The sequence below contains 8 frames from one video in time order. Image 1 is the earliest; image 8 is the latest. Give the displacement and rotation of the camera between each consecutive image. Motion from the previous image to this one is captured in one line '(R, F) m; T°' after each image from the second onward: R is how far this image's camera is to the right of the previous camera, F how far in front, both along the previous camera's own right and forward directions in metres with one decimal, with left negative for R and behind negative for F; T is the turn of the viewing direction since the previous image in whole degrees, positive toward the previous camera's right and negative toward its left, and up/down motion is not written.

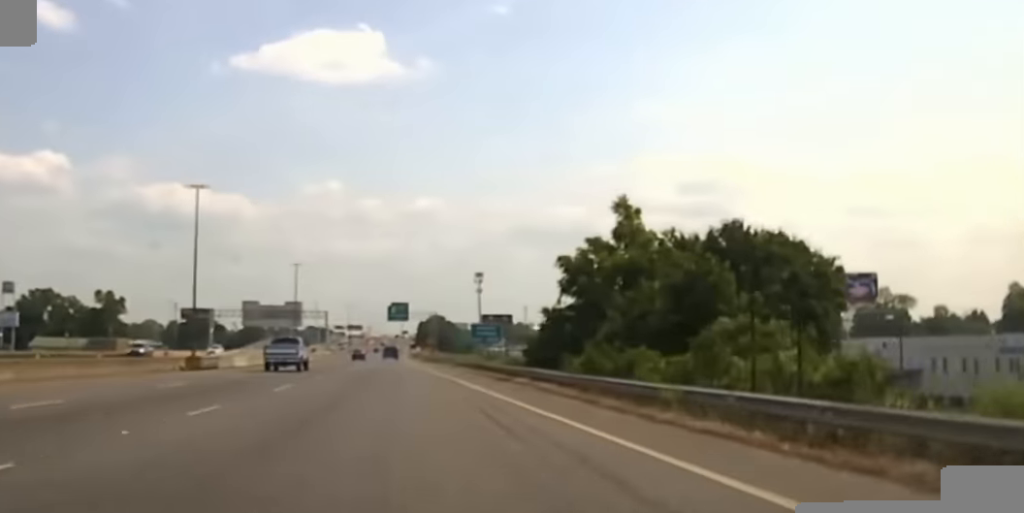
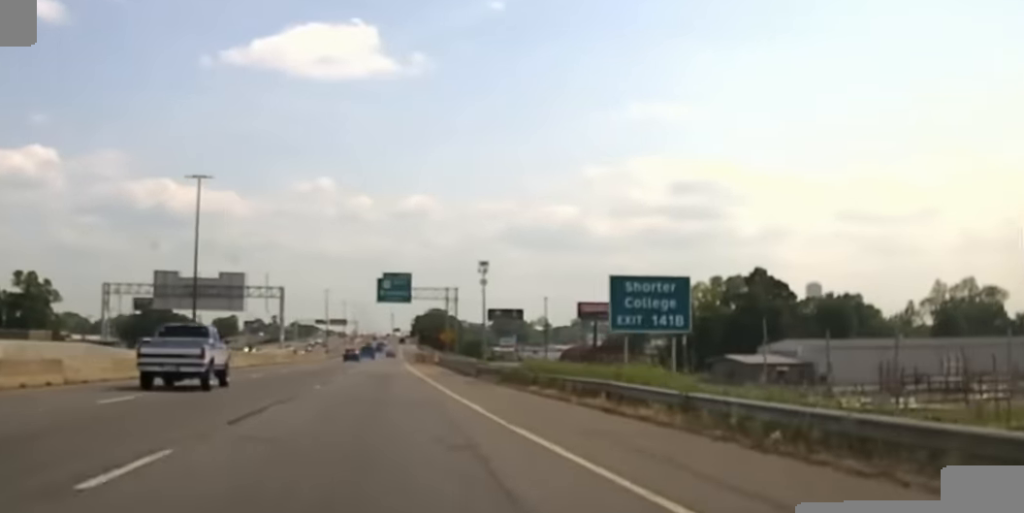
(0.0, +73.4) m; 0°
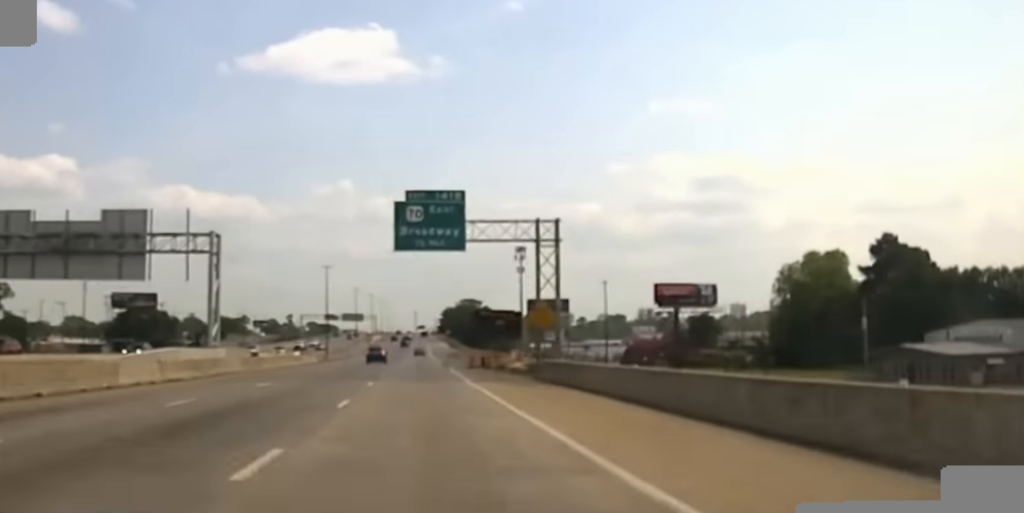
(0.0, +60.1) m; -1°
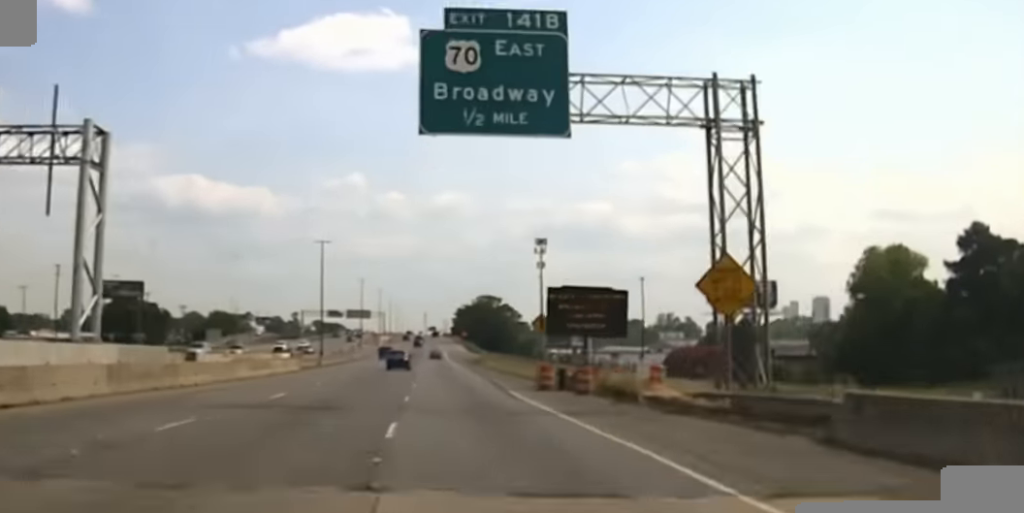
(-0.3, +28.7) m; 0°
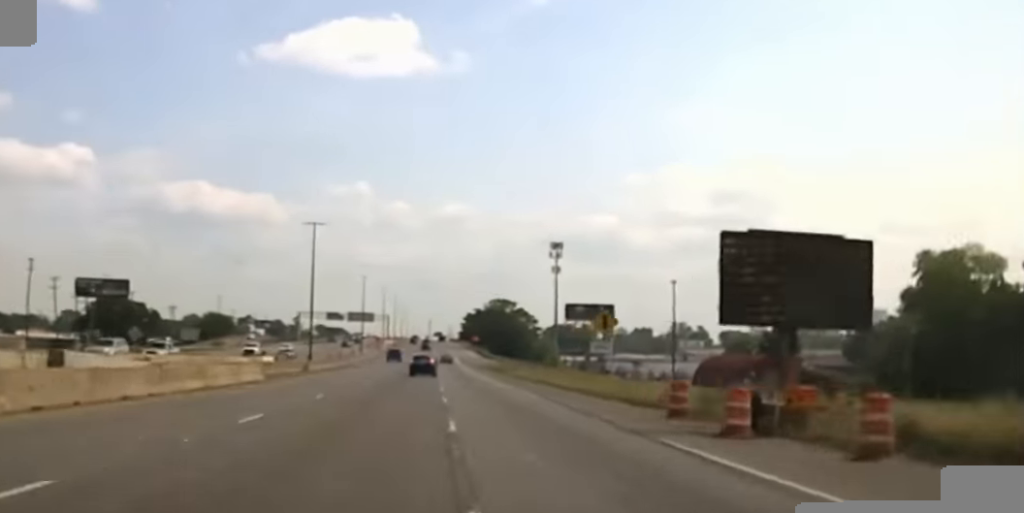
(-0.4, +23.4) m; 0°
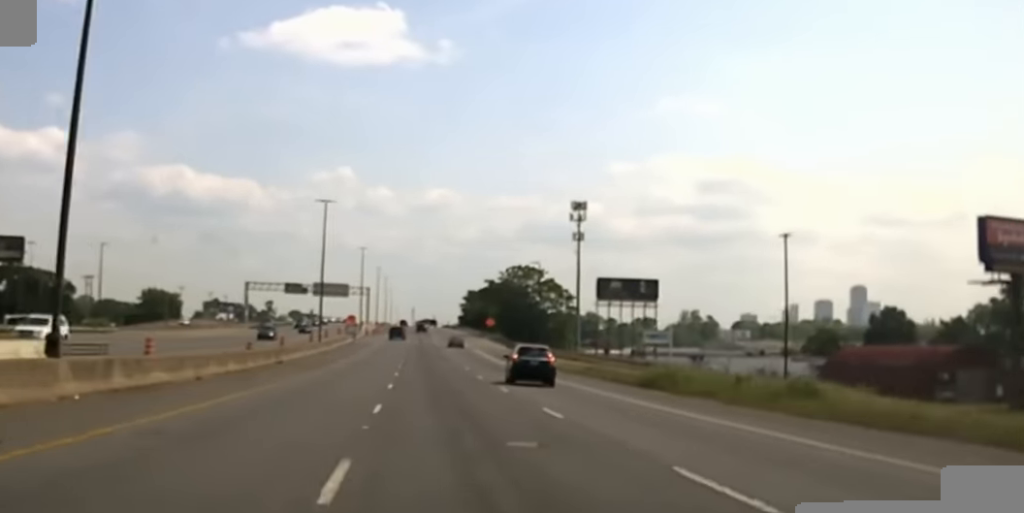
(+1.2, +73.3) m; +1°
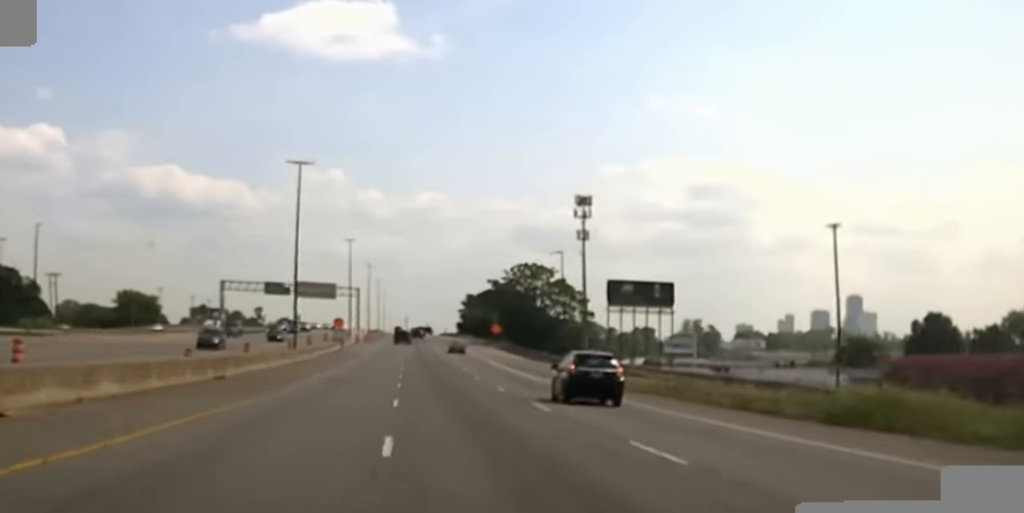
(-0.1, +20.0) m; 0°
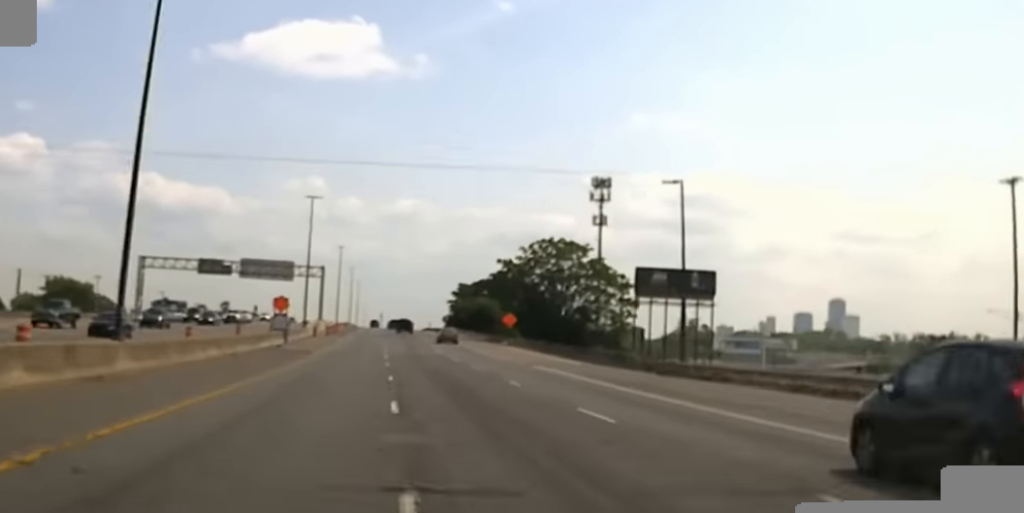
(+0.4, +40.9) m; +1°
